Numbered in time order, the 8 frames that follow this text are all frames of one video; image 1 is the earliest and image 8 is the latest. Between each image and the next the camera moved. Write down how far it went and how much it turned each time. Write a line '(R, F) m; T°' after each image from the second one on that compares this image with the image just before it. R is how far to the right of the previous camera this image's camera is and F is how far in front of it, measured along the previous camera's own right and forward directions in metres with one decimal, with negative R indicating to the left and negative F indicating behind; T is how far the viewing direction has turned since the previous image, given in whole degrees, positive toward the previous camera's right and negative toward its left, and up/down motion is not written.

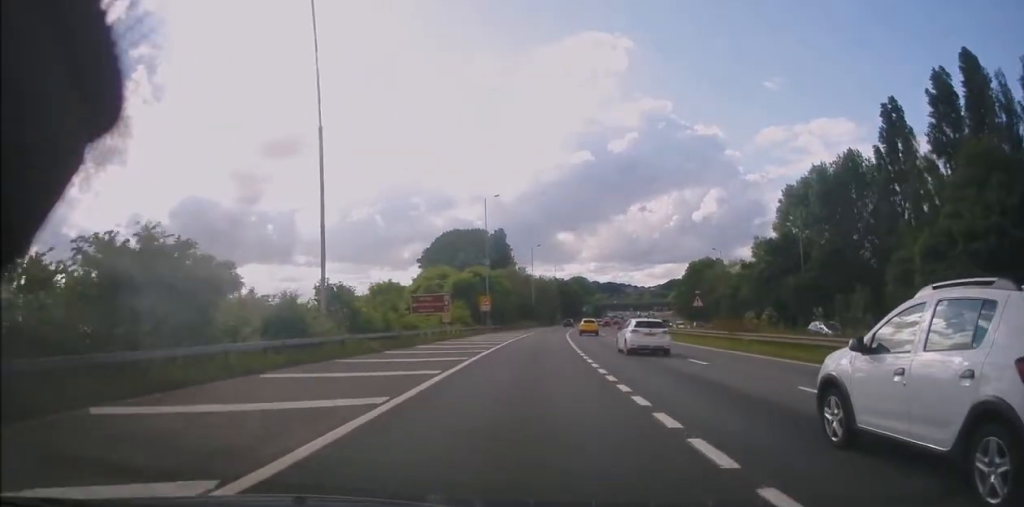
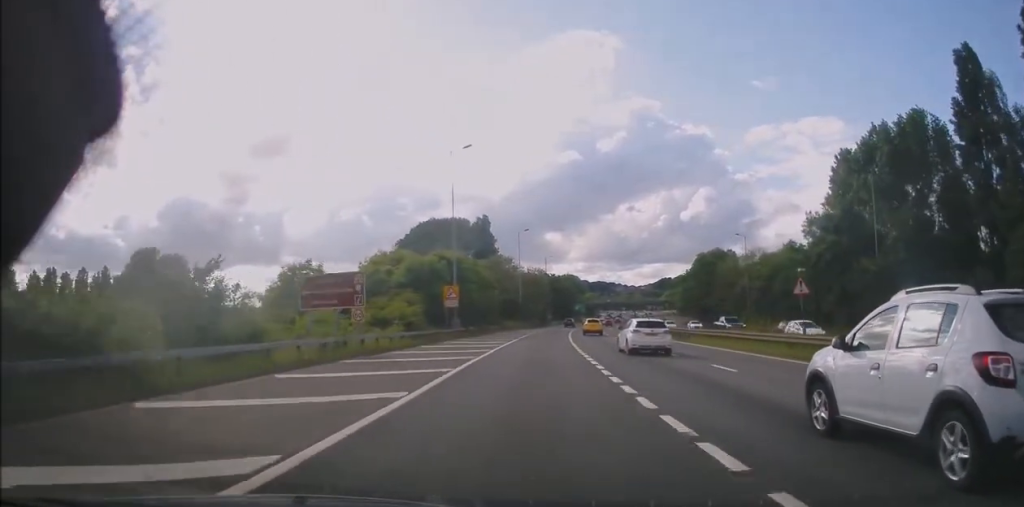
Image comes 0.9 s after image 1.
(+0.3, +19.9) m; +1°
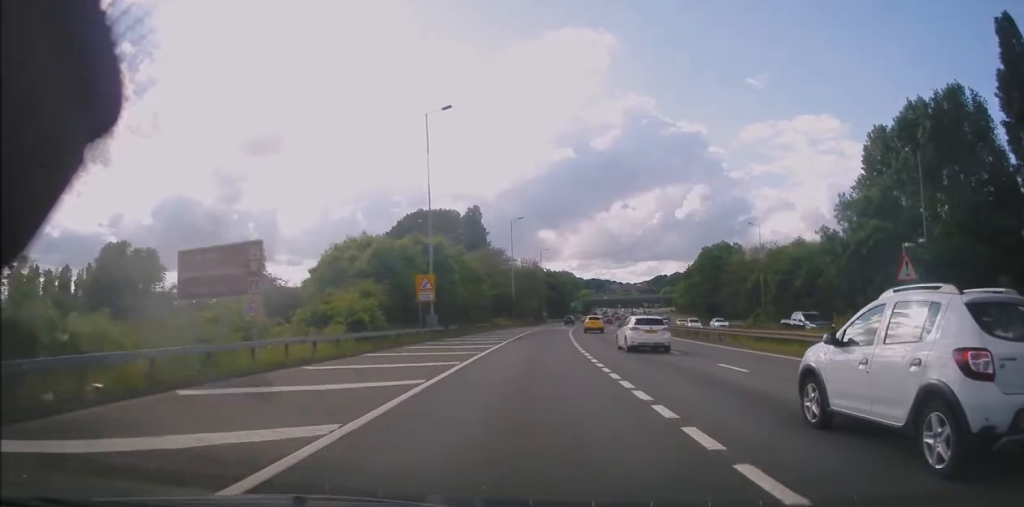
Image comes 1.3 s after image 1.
(+0.1, +8.7) m; 0°
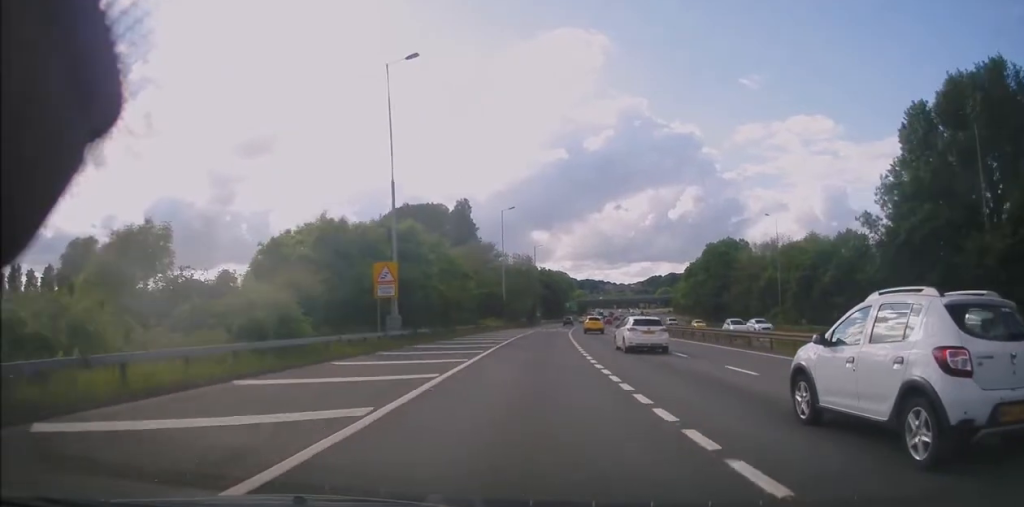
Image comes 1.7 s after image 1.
(0.0, +8.7) m; 0°
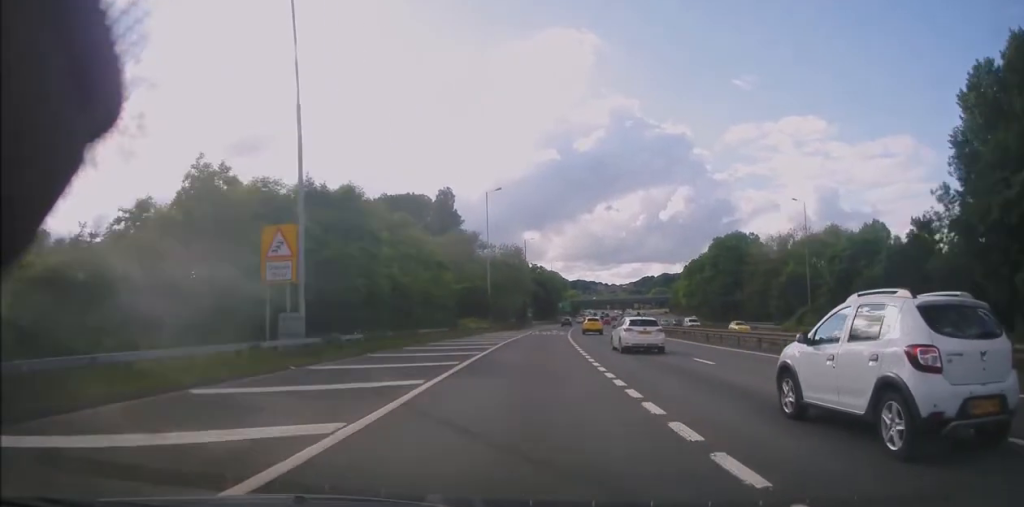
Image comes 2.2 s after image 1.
(0.0, +11.5) m; 0°
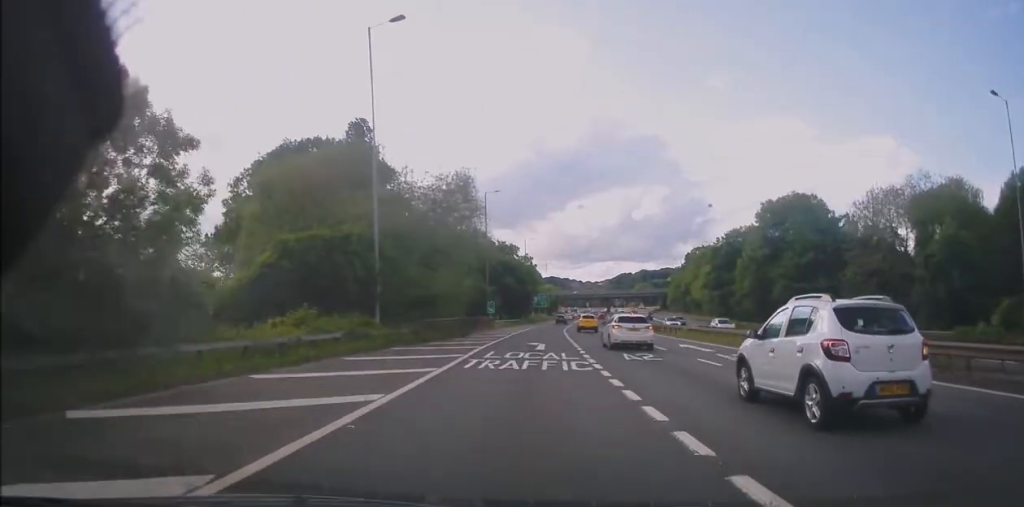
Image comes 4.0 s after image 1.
(+0.5, +38.7) m; +2°
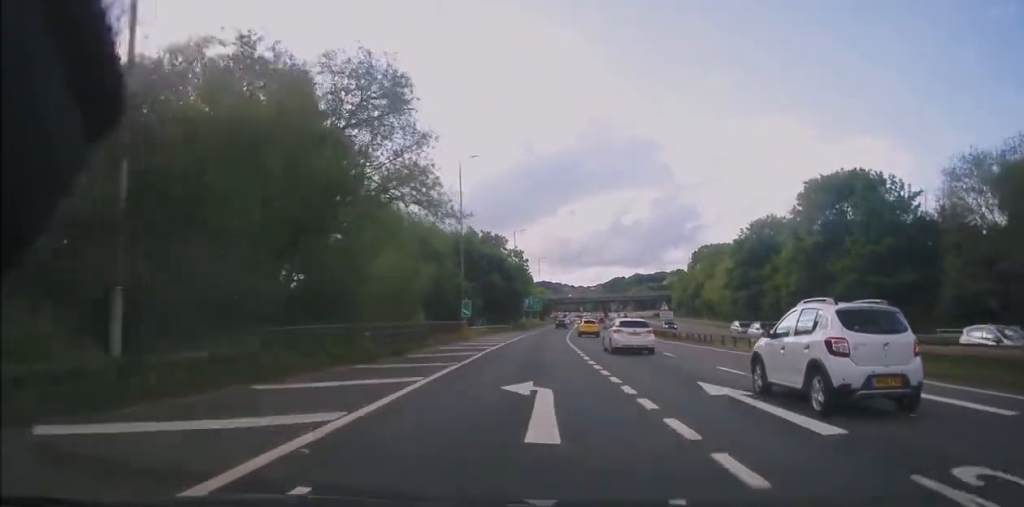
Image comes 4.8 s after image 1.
(+0.2, +17.2) m; +1°
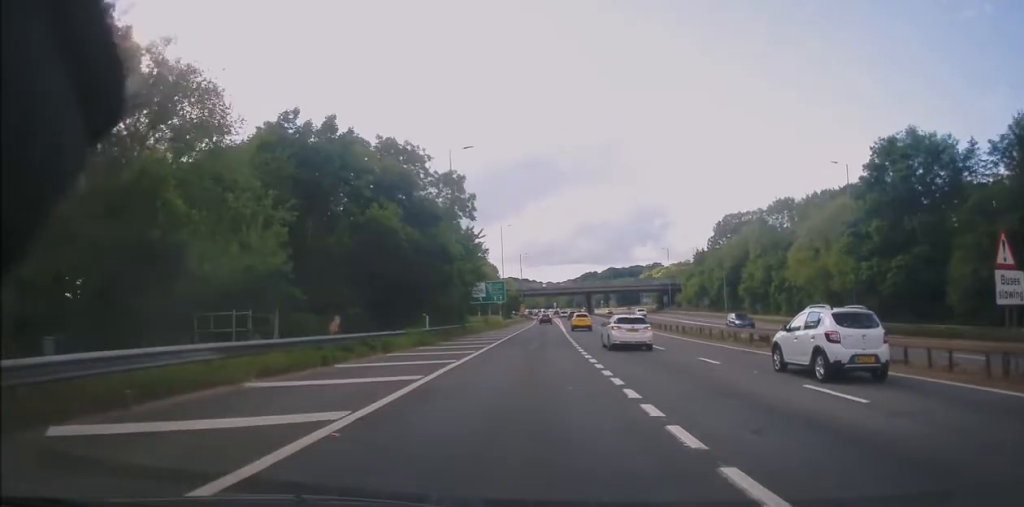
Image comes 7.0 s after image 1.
(+1.8, +46.4) m; +3°
